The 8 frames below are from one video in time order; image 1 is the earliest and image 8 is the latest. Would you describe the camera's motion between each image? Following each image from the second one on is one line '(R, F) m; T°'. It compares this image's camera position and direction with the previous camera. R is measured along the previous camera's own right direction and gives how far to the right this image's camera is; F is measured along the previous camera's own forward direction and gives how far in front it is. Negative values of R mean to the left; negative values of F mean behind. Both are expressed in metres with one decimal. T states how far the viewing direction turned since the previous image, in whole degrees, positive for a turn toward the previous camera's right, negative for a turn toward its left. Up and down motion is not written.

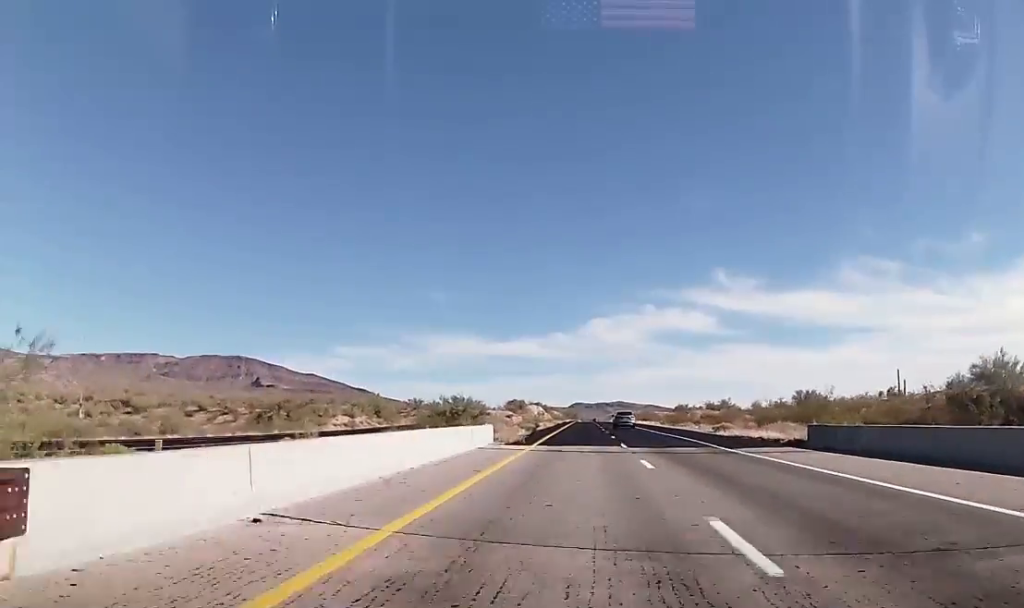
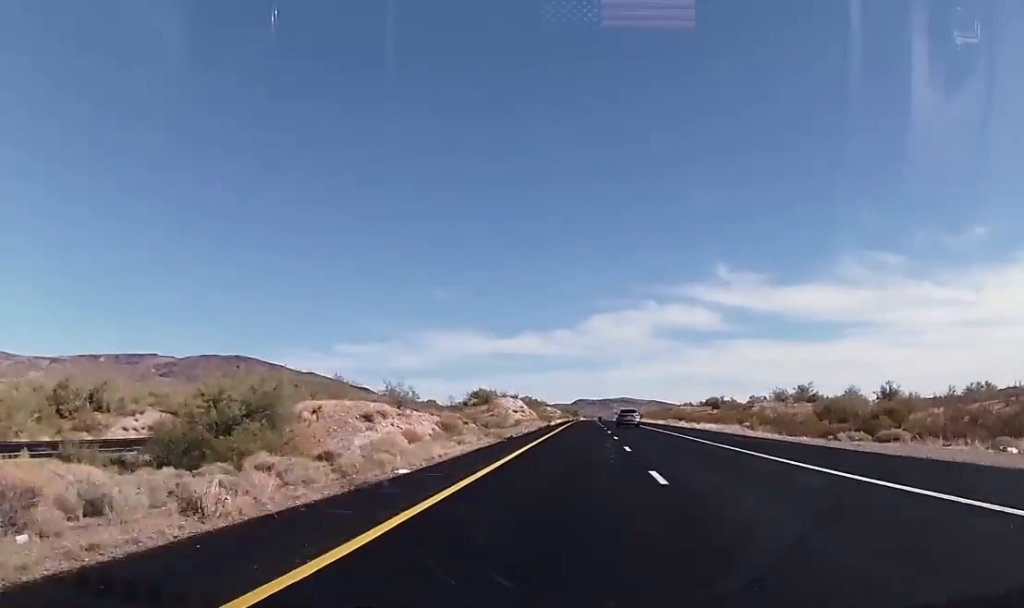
(-0.3, +65.0) m; 0°
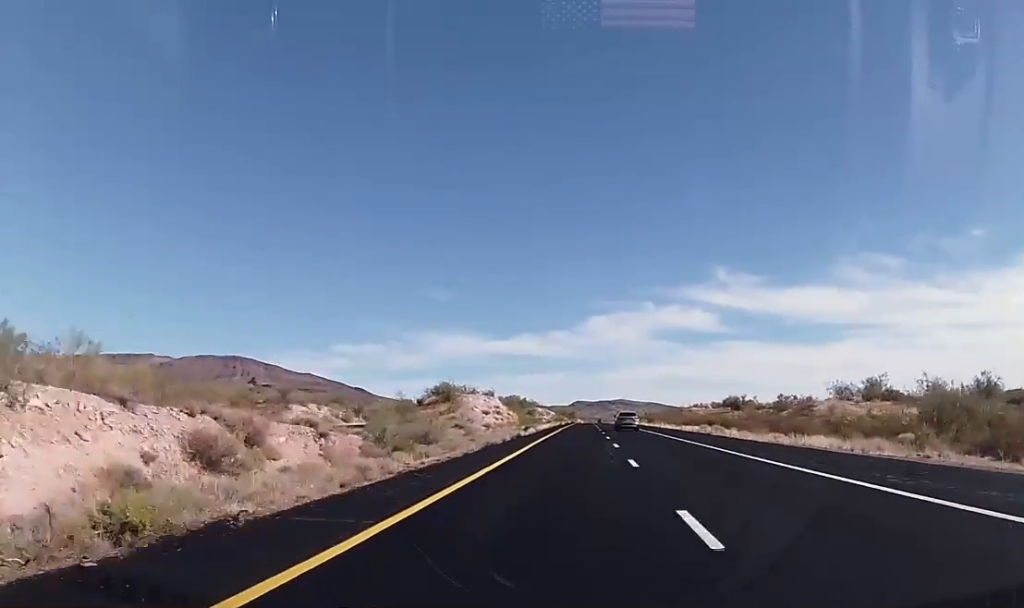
(+0.2, +30.5) m; 0°
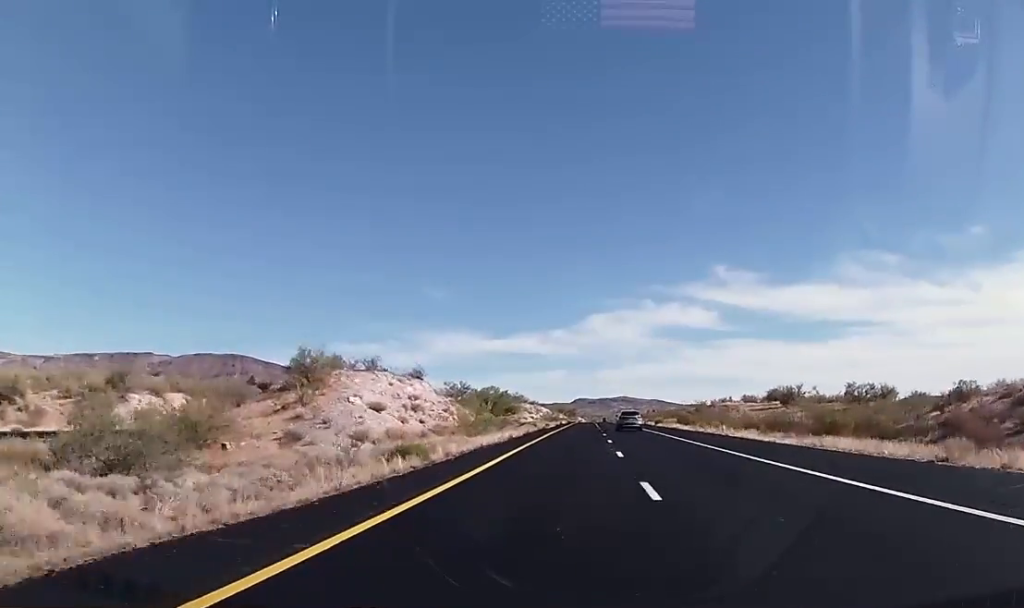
(-0.2, +43.8) m; 0°
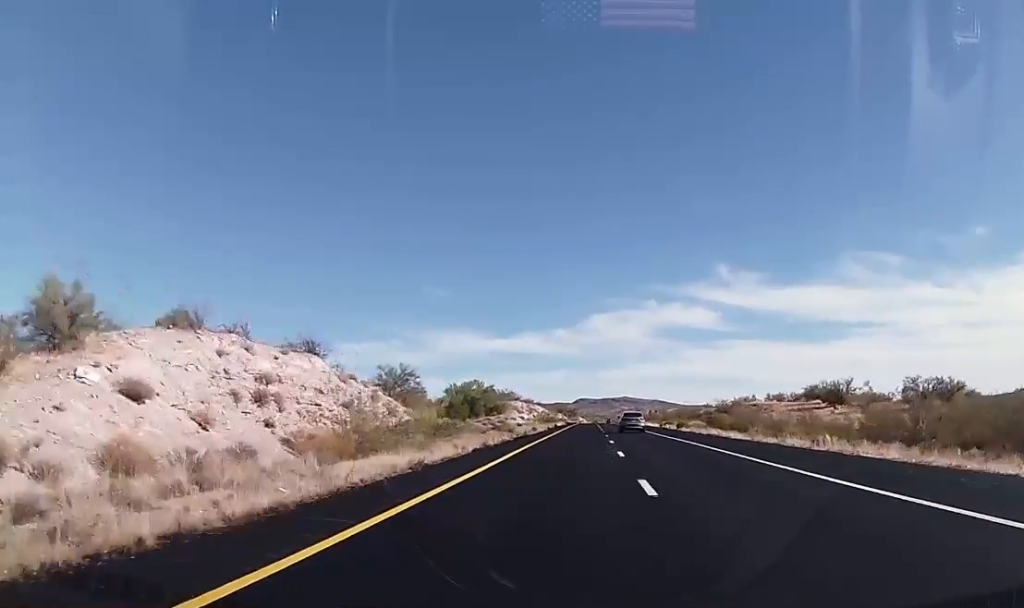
(0.0, +23.3) m; 0°
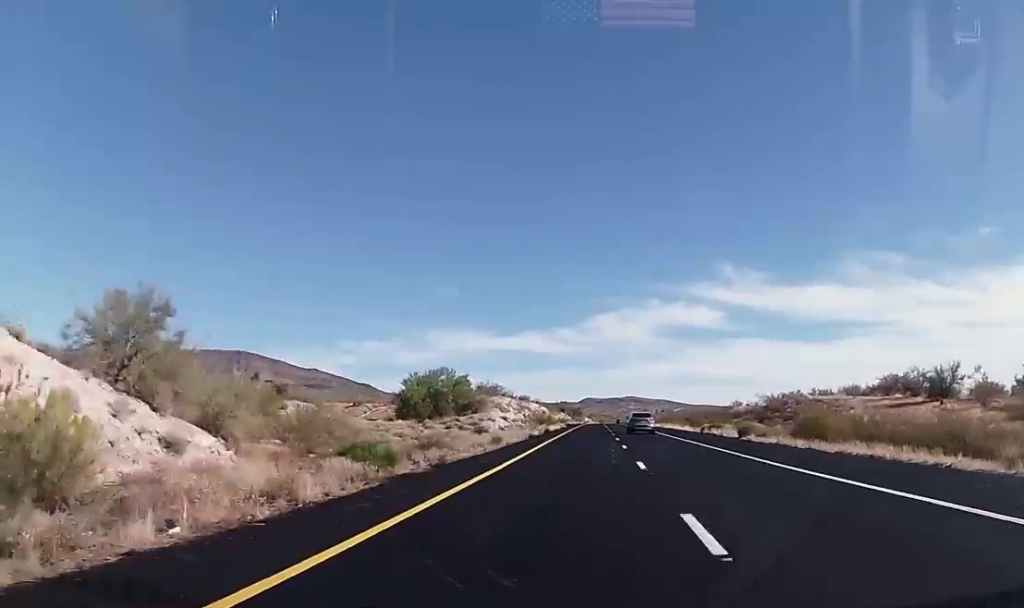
(0.0, +28.2) m; 0°
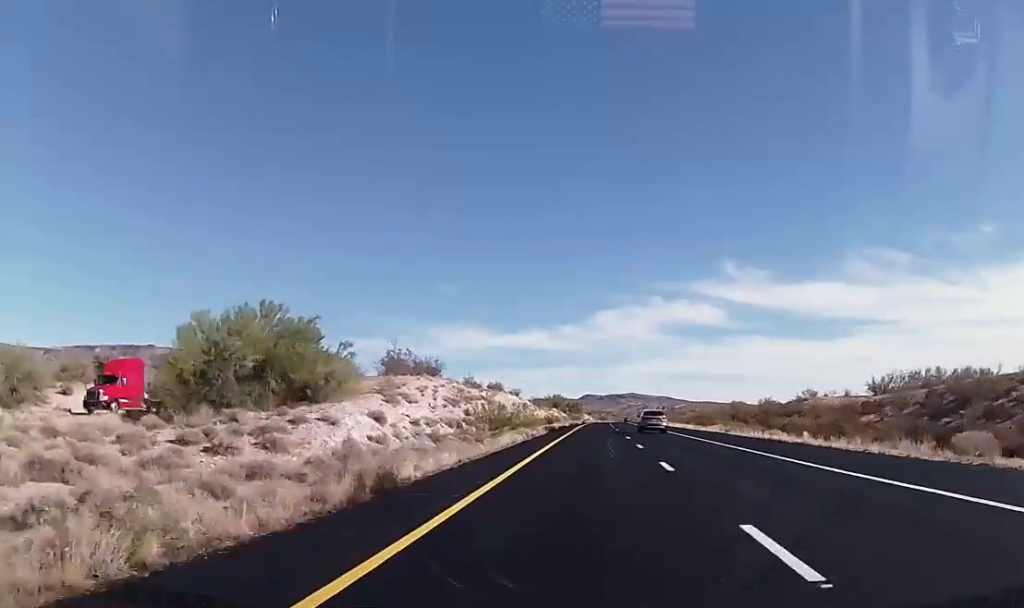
(0.0, +49.4) m; 0°
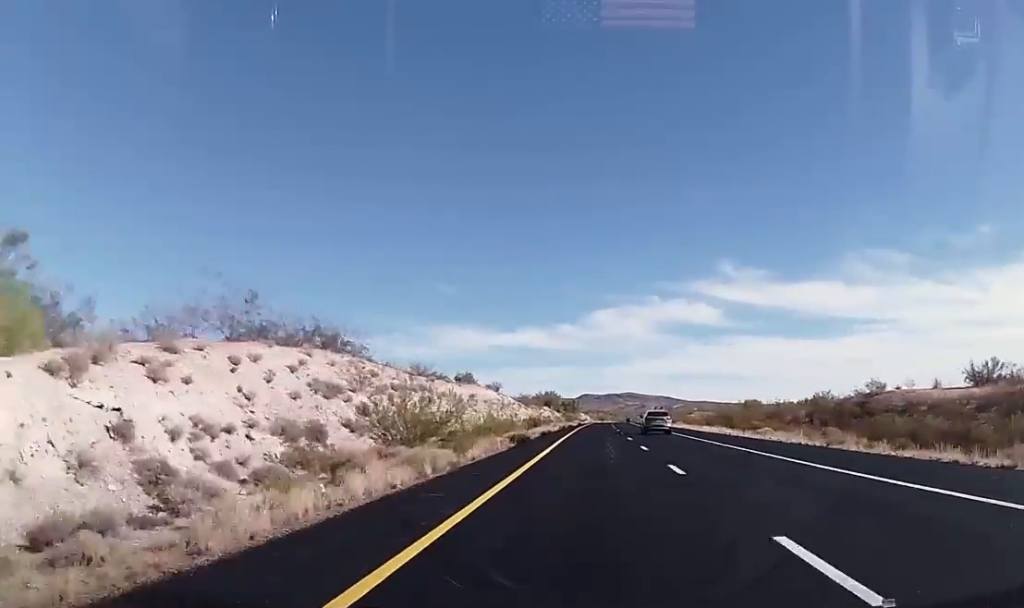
(-0.1, +24.8) m; 0°
